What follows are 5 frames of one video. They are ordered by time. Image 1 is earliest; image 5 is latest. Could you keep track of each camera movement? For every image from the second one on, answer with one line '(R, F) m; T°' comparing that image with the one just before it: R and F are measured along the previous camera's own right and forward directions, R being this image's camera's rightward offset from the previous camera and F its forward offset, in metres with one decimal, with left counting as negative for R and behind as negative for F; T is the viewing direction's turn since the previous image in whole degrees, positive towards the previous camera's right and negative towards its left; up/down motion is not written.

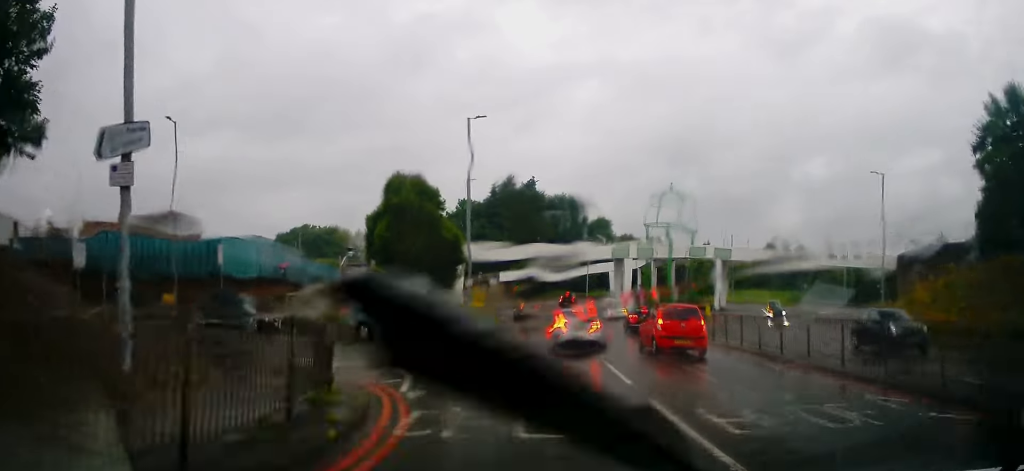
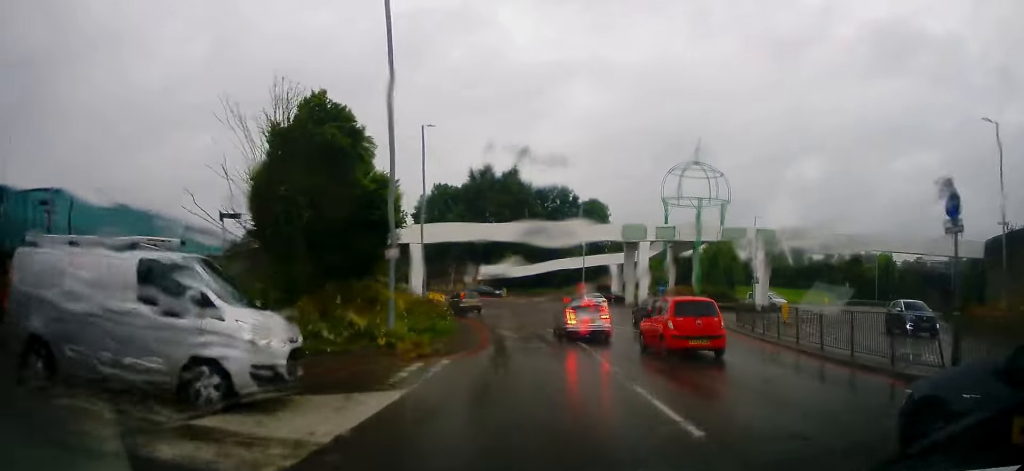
(+0.4, +16.3) m; +2°
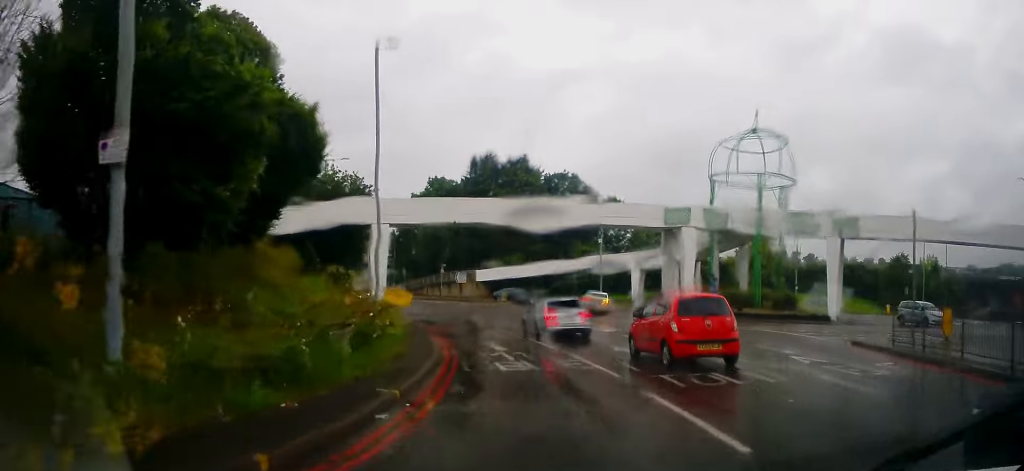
(-0.1, +12.6) m; -3°
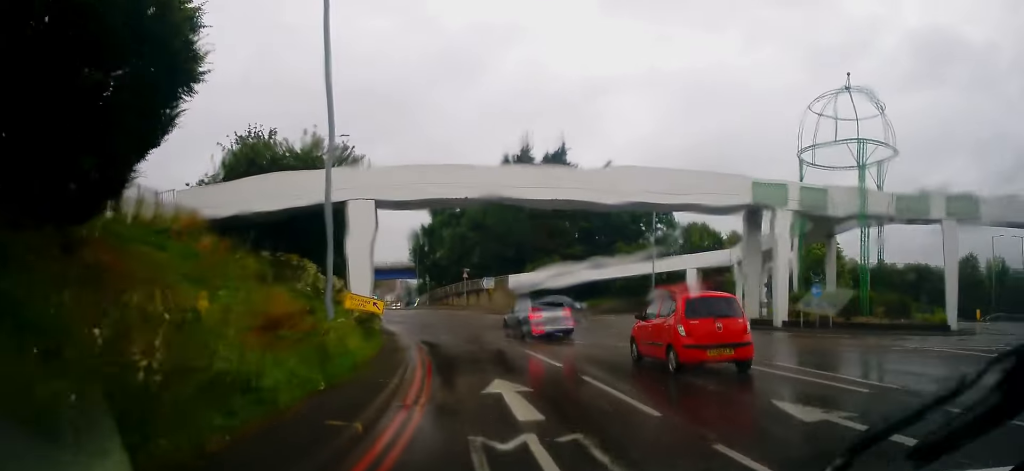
(-0.4, +9.4) m; -5°
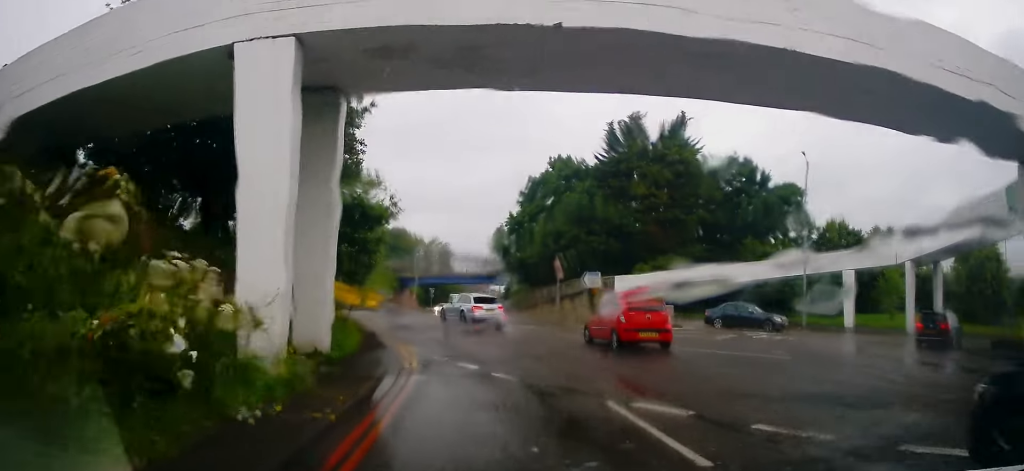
(-0.6, +14.6) m; -5°
